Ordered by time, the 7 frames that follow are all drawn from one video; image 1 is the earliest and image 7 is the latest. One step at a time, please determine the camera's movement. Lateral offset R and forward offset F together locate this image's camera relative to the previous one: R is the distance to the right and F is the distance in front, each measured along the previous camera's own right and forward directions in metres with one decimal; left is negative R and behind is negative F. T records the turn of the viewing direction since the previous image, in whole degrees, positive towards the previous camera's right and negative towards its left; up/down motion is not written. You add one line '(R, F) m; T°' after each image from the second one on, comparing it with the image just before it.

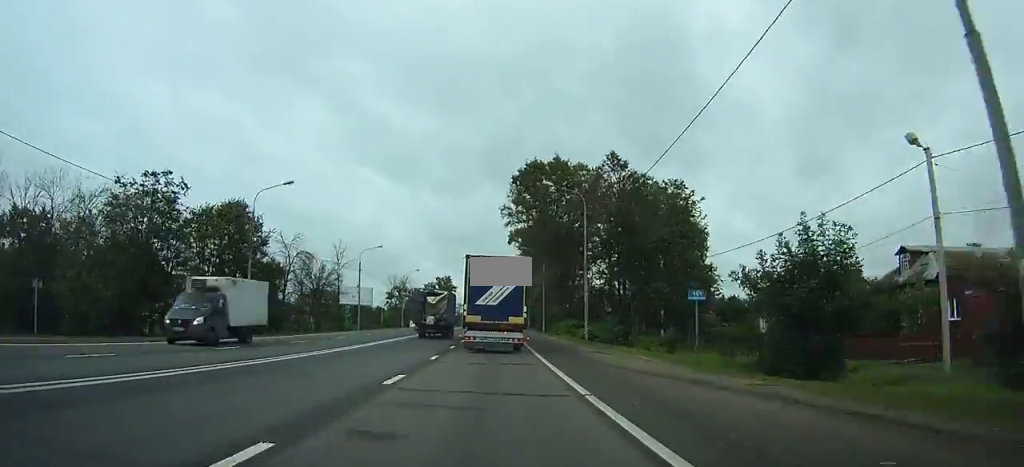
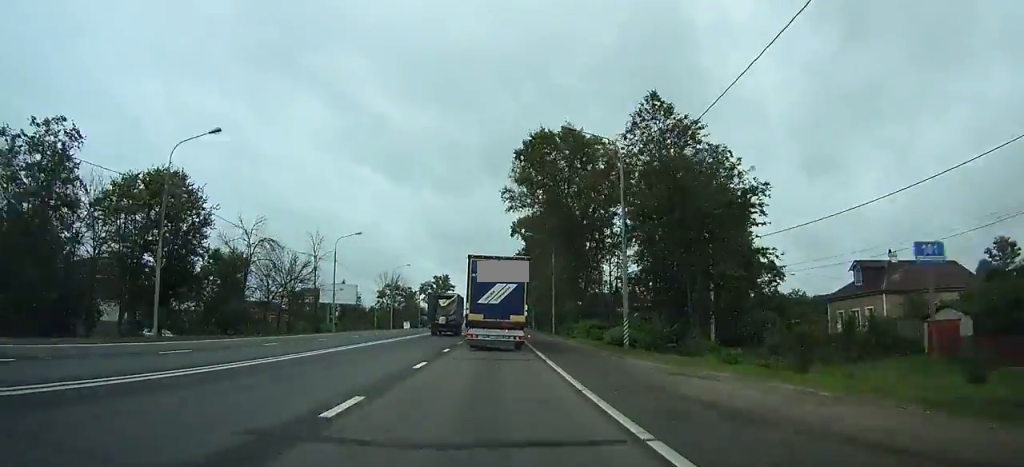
(0.0, +11.5) m; 0°
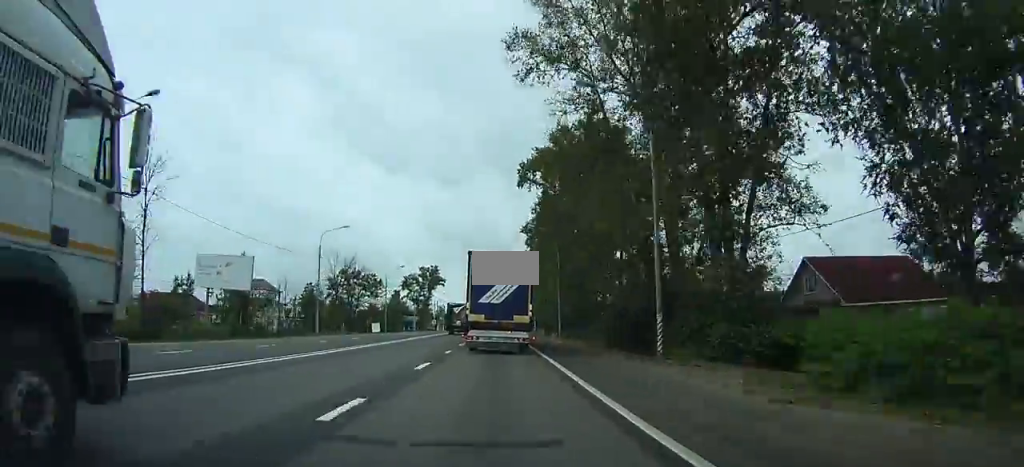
(+0.1, +38.5) m; 0°
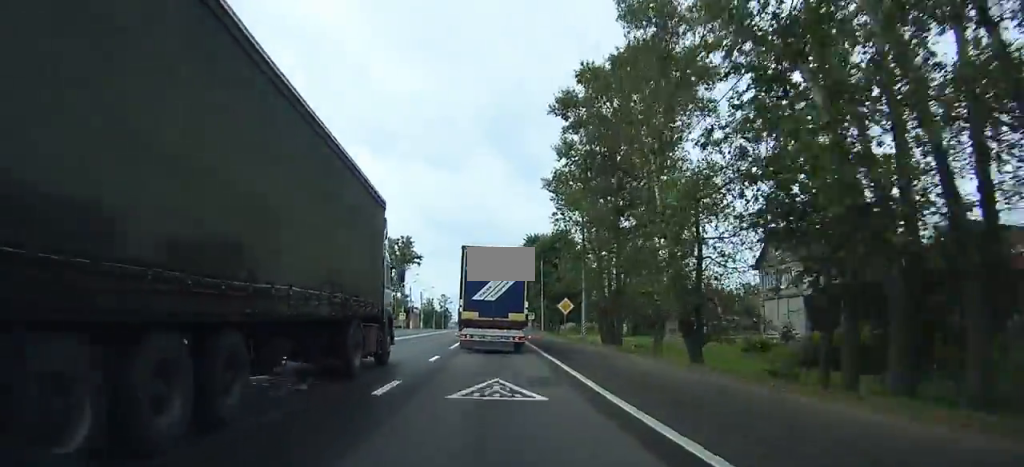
(0.0, +53.8) m; 0°
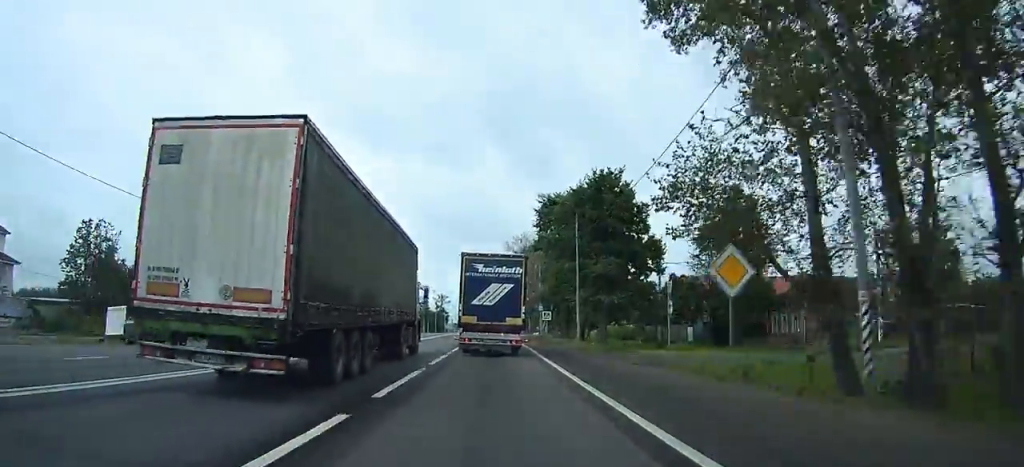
(0.0, +31.6) m; 0°
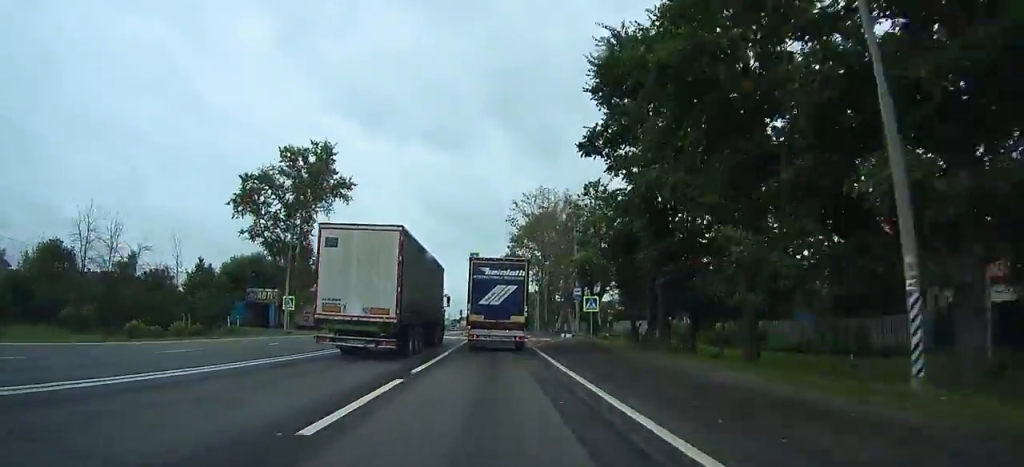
(-0.2, +36.2) m; -1°
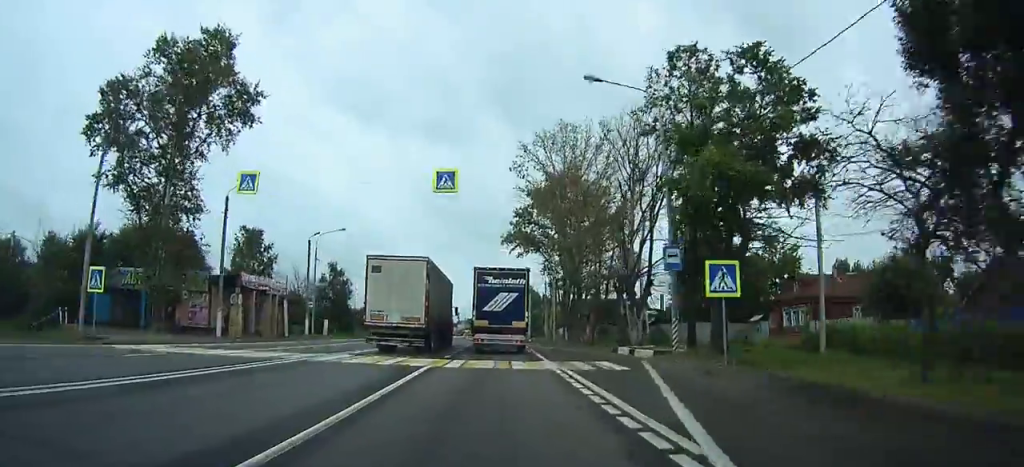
(-0.1, +26.3) m; 0°
